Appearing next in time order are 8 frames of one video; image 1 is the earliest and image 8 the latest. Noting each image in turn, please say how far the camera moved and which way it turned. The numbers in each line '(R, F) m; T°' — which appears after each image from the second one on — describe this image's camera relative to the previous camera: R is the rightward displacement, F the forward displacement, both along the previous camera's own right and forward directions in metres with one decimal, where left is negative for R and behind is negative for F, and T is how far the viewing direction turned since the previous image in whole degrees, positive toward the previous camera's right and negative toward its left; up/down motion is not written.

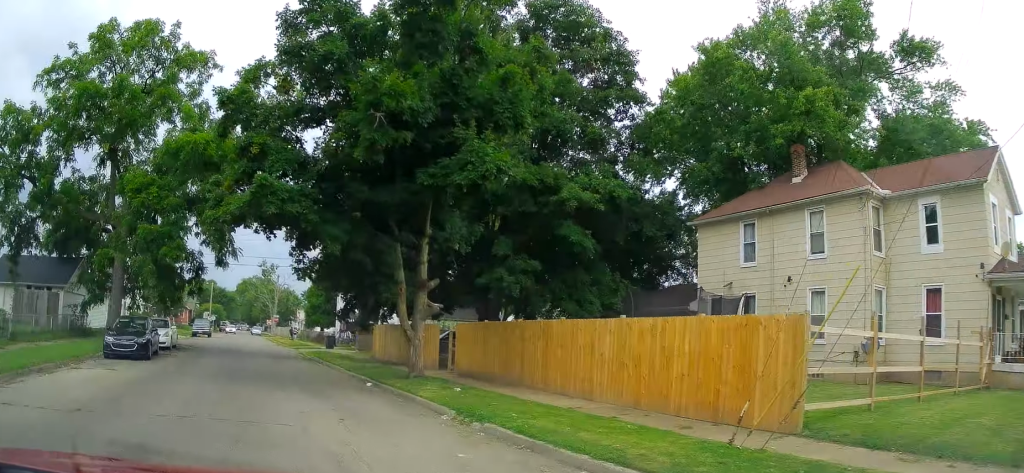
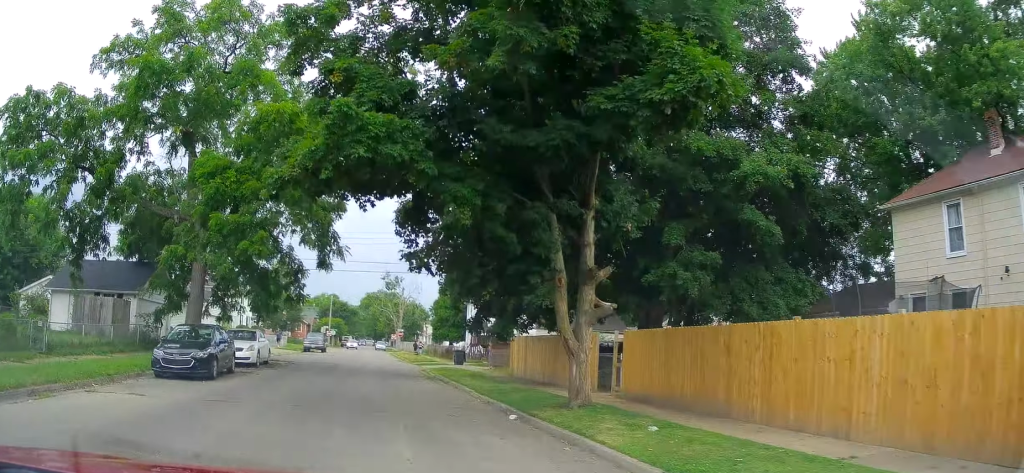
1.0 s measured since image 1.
(-0.2, +4.4) m; -10°
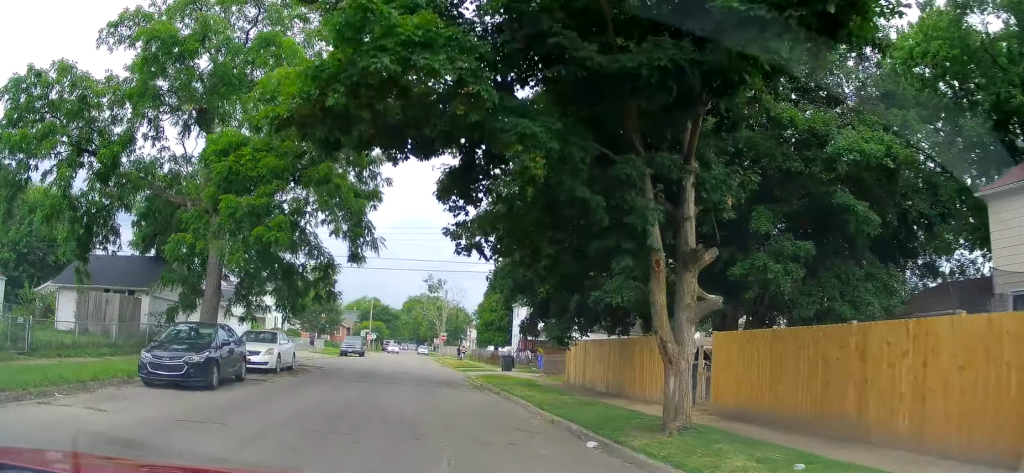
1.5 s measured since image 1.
(0.0, +2.6) m; -7°
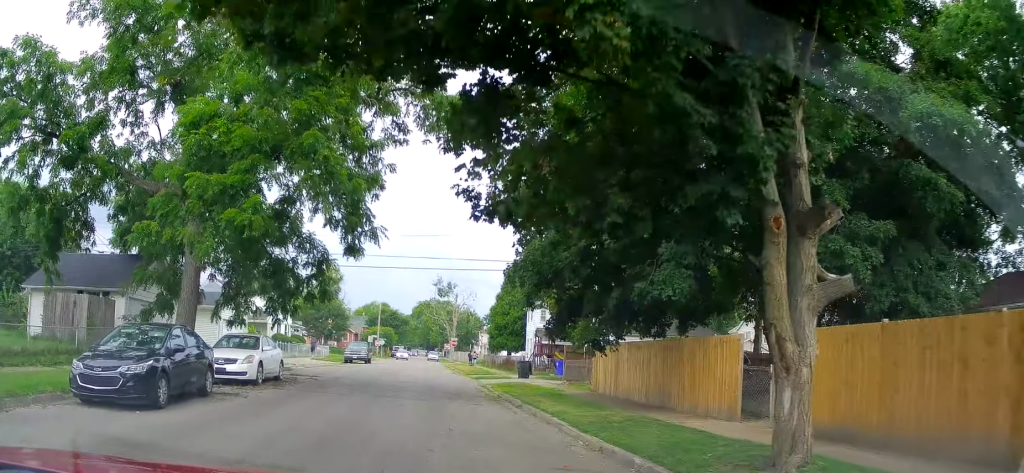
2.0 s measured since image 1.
(-0.3, +2.9) m; -8°
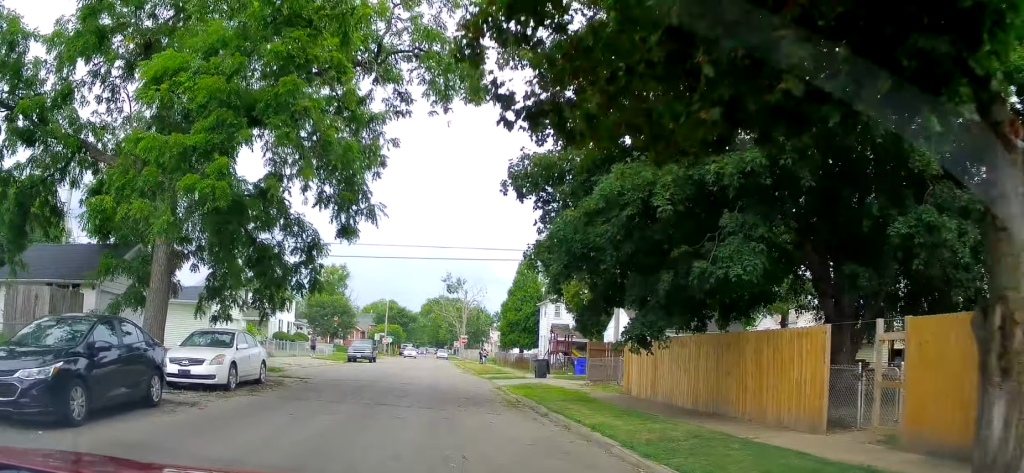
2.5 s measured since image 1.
(-0.2, +2.8) m; -5°
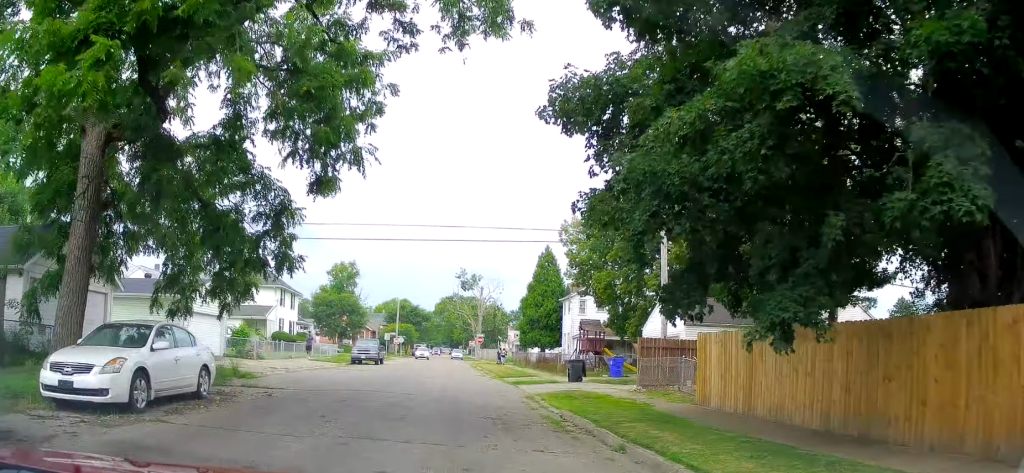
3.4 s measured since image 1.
(-0.4, +5.5) m; -4°
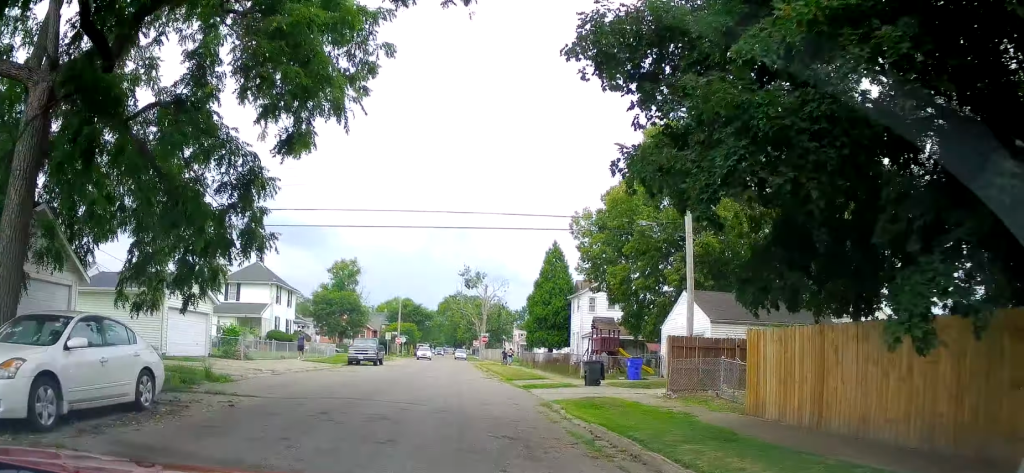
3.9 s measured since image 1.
(0.0, +2.9) m; 0°
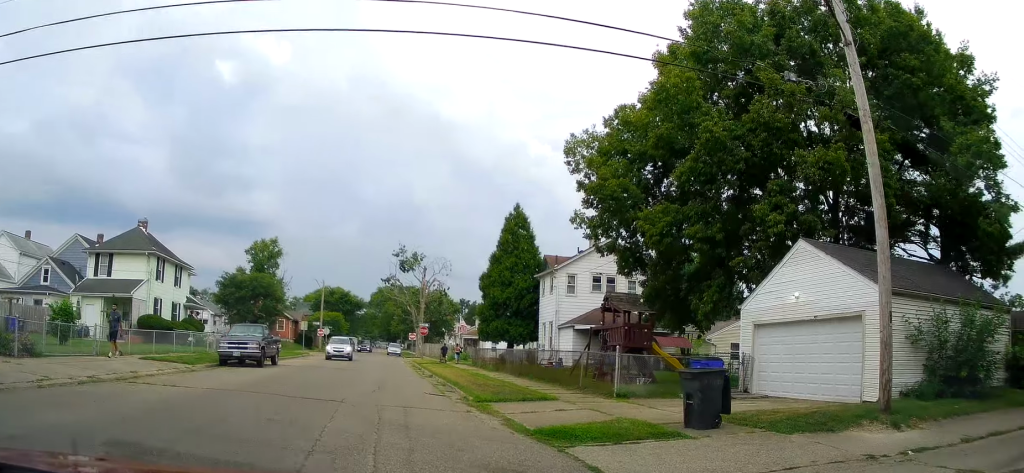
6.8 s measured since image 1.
(0.0, +16.5) m; 0°
